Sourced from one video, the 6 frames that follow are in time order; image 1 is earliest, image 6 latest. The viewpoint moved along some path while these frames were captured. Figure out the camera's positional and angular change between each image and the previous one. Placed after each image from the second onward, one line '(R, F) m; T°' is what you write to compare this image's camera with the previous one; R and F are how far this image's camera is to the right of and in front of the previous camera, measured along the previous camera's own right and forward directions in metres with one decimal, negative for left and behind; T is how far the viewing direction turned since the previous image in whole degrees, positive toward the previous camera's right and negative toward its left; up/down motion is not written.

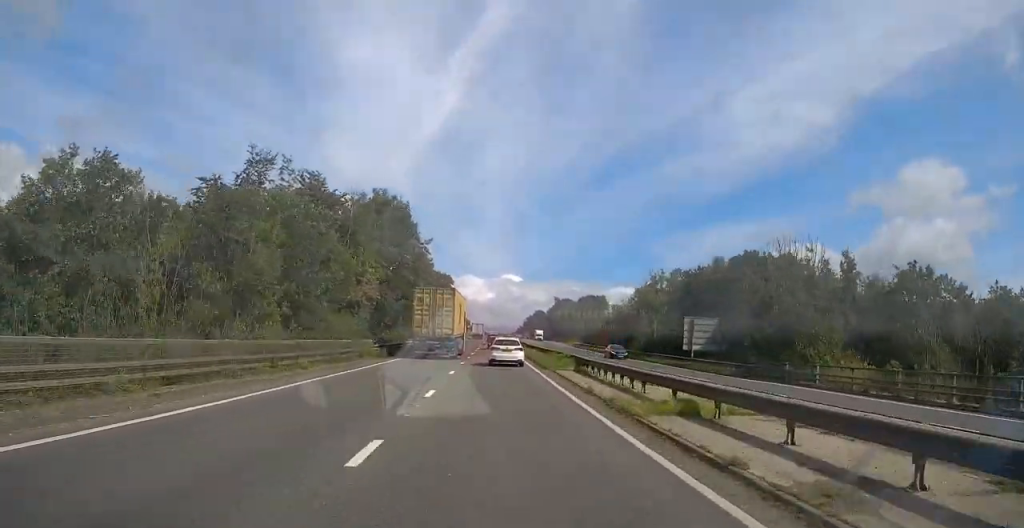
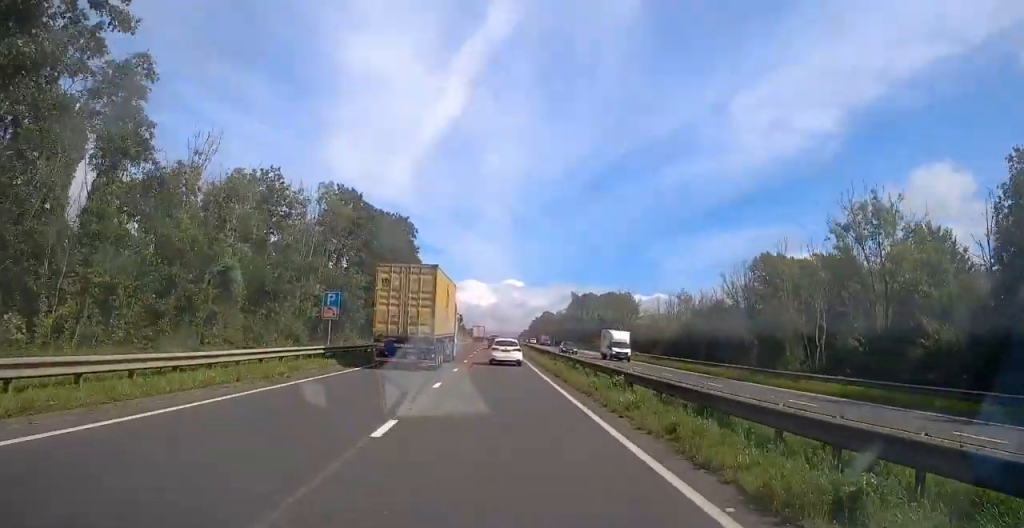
(-0.6, +52.2) m; -2°
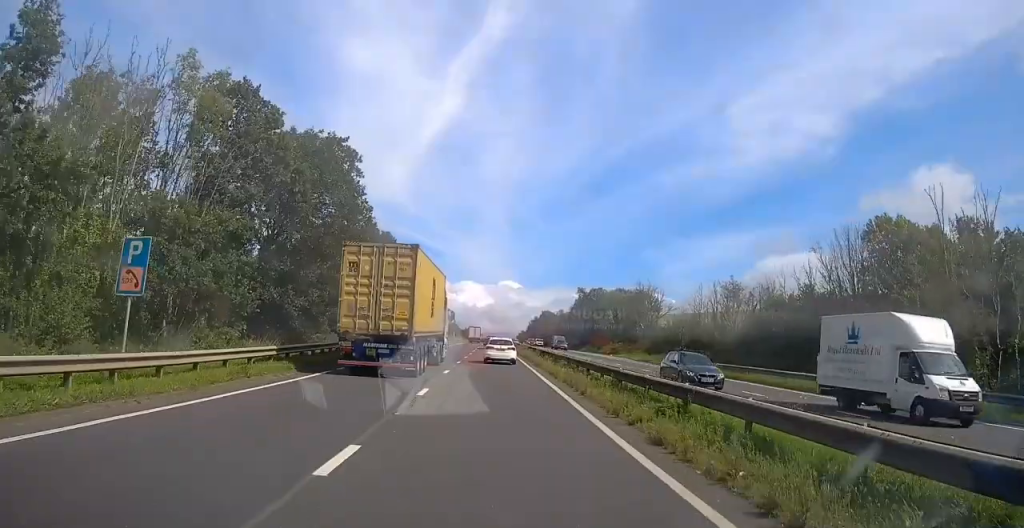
(-0.2, +21.3) m; 0°
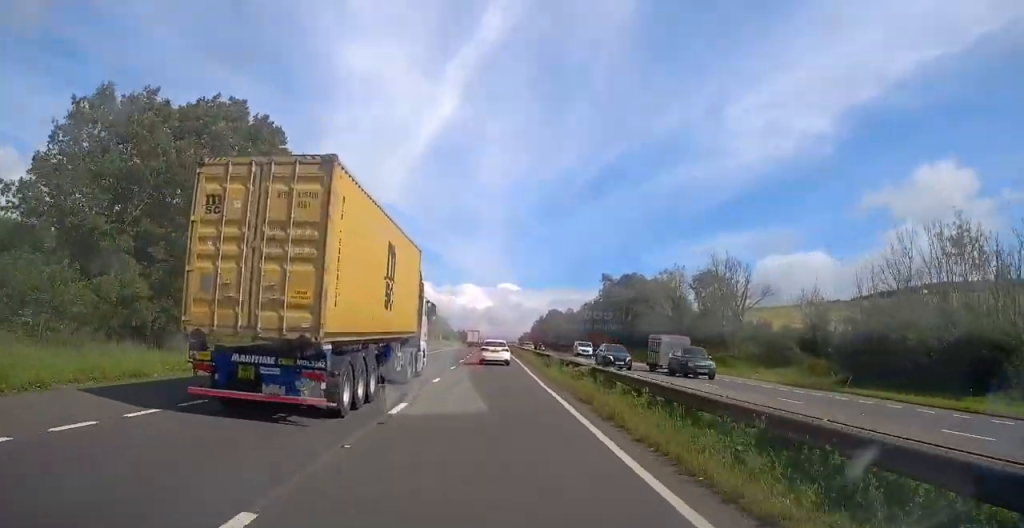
(+1.1, +40.1) m; +2°
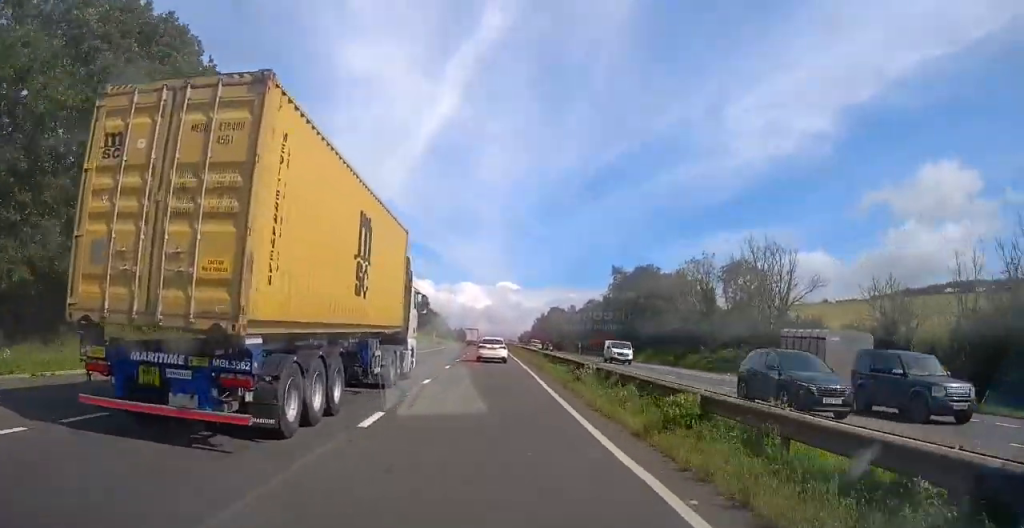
(+0.2, +11.6) m; 0°
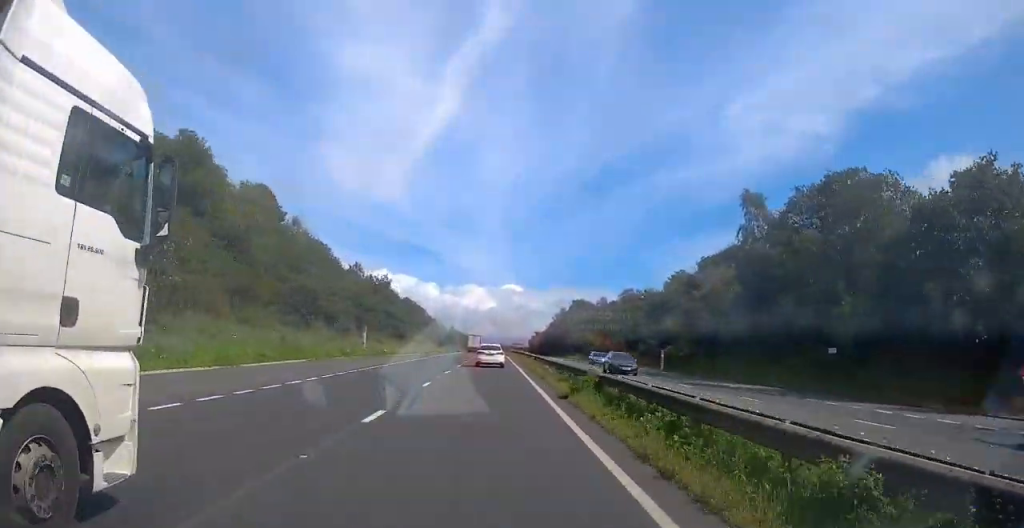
(-0.2, +63.3) m; -1°
